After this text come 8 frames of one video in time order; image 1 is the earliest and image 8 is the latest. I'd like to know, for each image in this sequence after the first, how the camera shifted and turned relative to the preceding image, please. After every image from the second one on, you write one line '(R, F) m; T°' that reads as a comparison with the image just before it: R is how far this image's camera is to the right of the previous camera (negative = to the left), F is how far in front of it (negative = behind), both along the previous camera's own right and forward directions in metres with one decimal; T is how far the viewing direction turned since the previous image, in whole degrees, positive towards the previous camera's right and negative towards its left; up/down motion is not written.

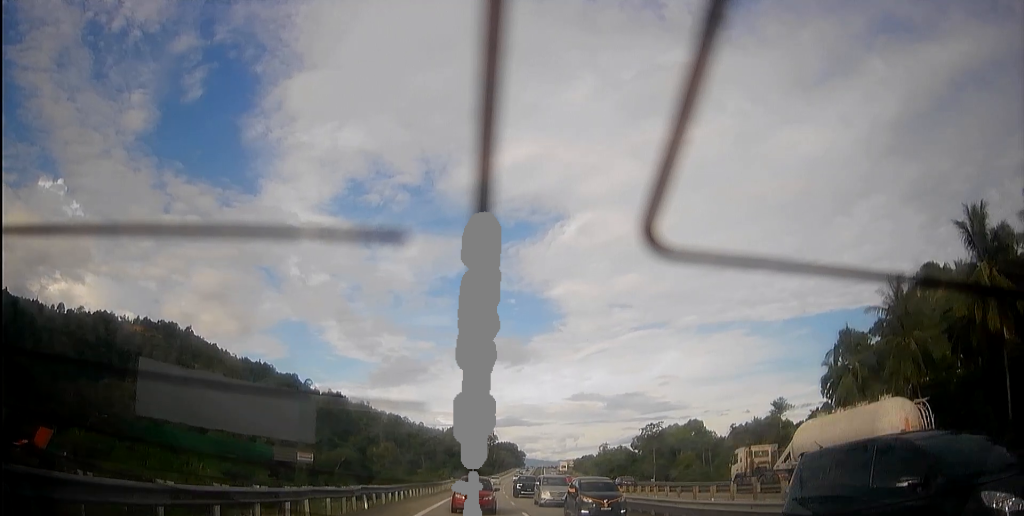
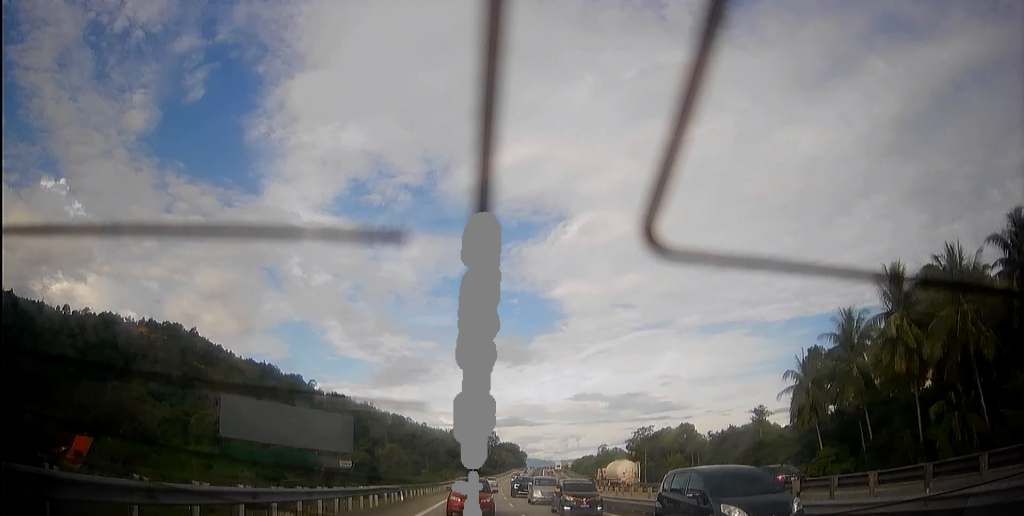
(0.0, +10.6) m; 0°
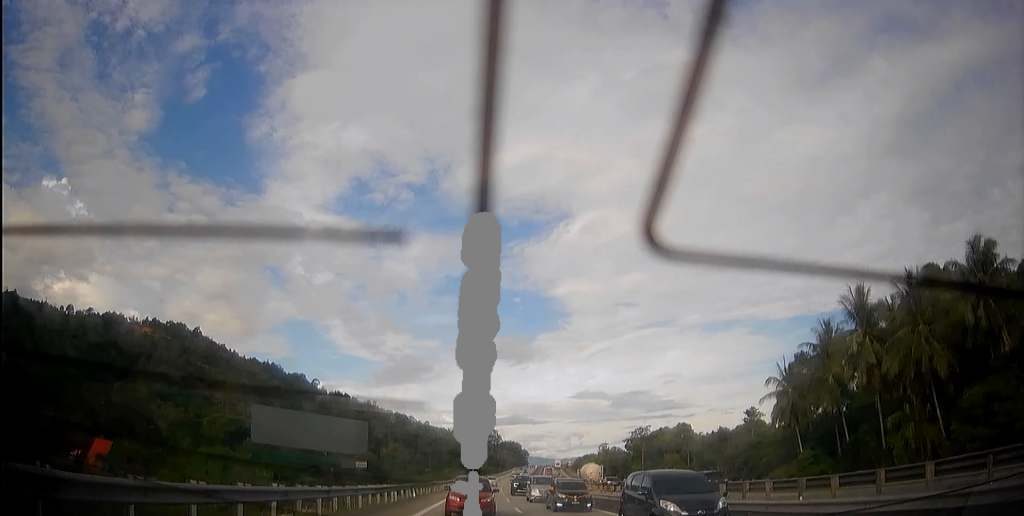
(0.0, +5.2) m; 0°
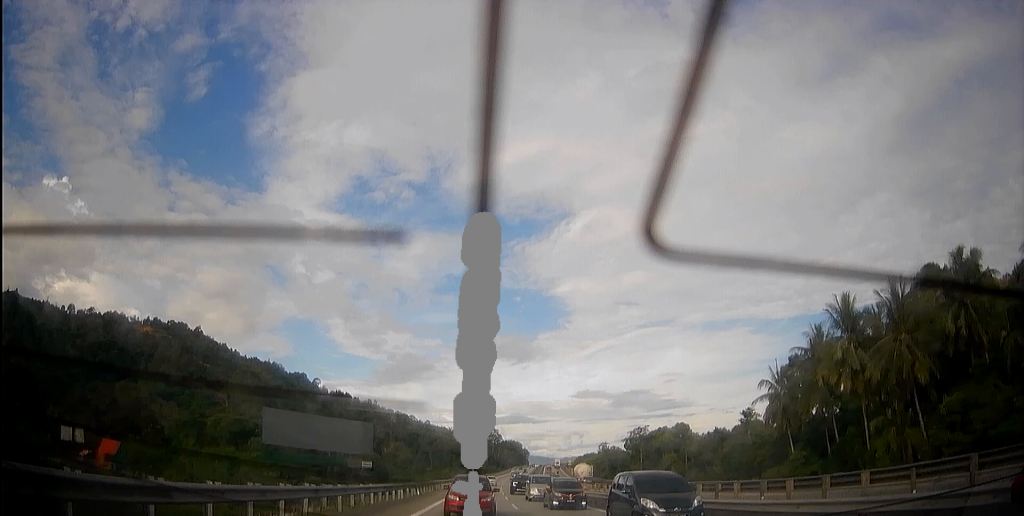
(0.0, +2.7) m; 0°
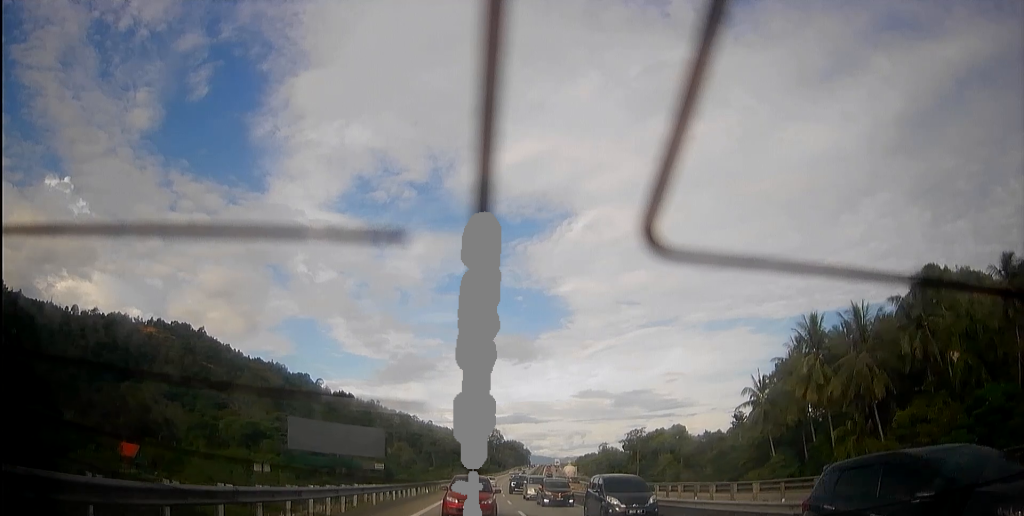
(0.0, +6.1) m; 0°
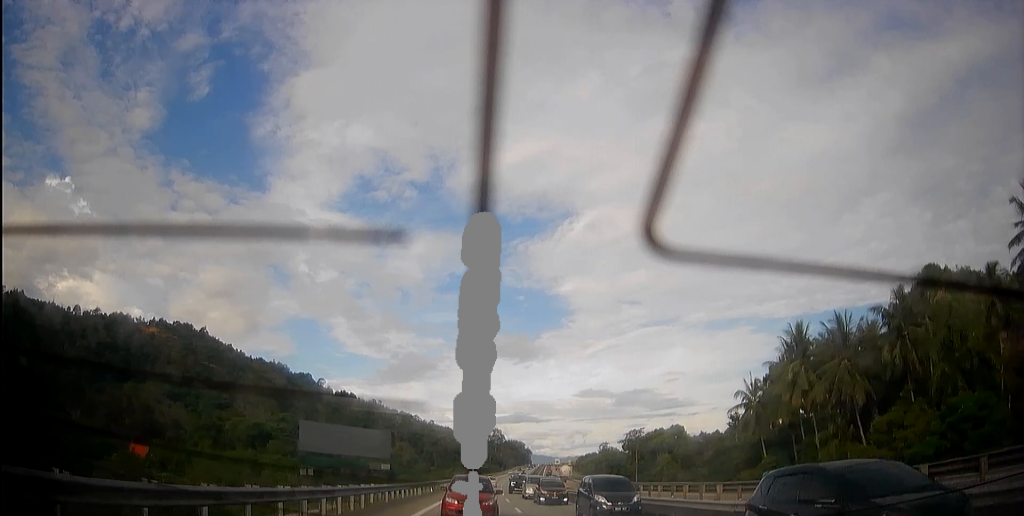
(0.0, +3.2) m; 0°
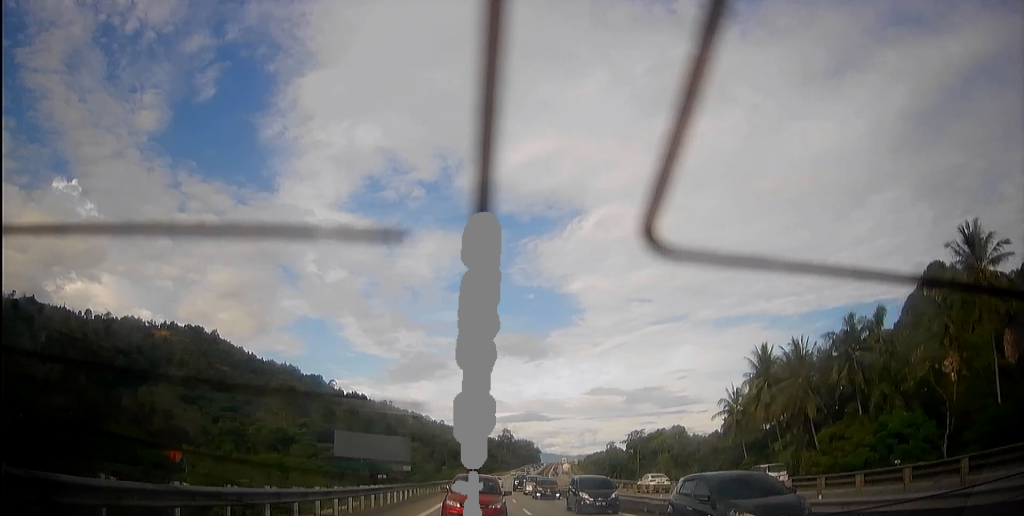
(+0.1, +10.2) m; +1°
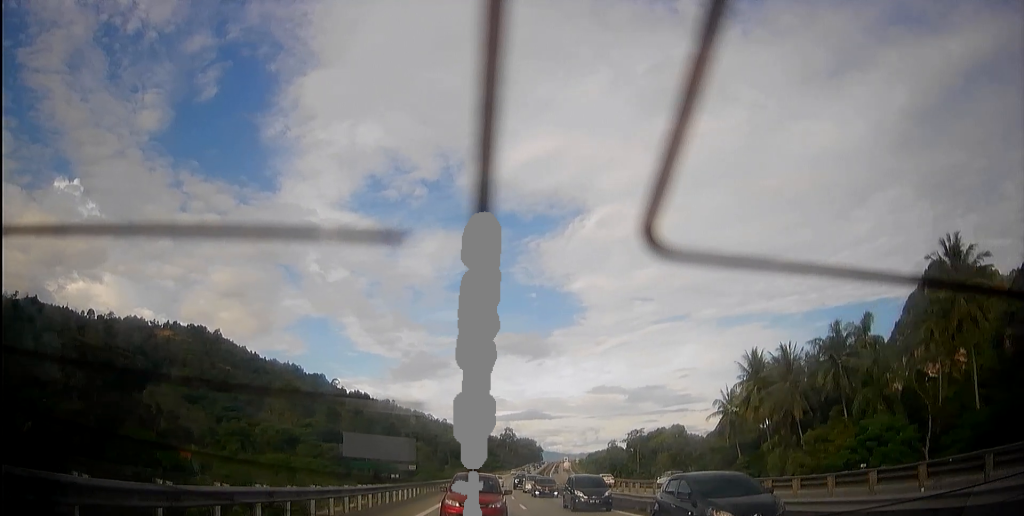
(0.0, +3.1) m; 0°
